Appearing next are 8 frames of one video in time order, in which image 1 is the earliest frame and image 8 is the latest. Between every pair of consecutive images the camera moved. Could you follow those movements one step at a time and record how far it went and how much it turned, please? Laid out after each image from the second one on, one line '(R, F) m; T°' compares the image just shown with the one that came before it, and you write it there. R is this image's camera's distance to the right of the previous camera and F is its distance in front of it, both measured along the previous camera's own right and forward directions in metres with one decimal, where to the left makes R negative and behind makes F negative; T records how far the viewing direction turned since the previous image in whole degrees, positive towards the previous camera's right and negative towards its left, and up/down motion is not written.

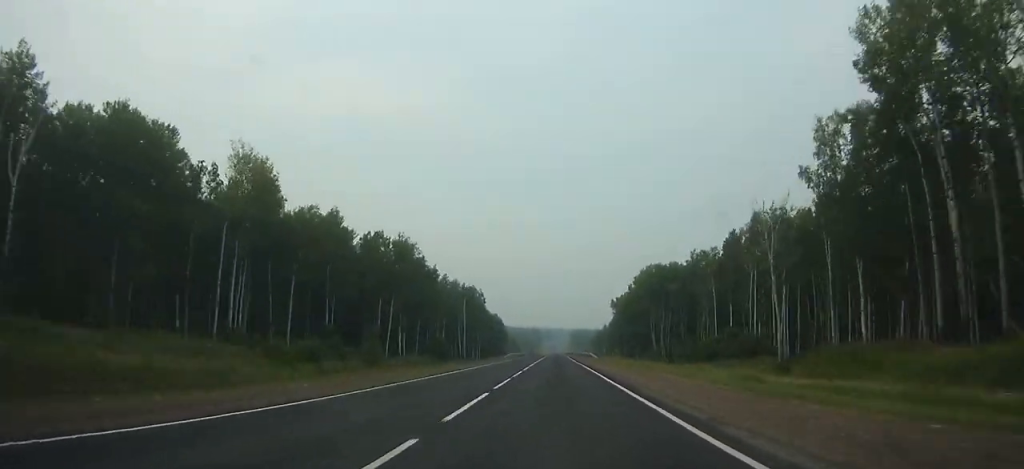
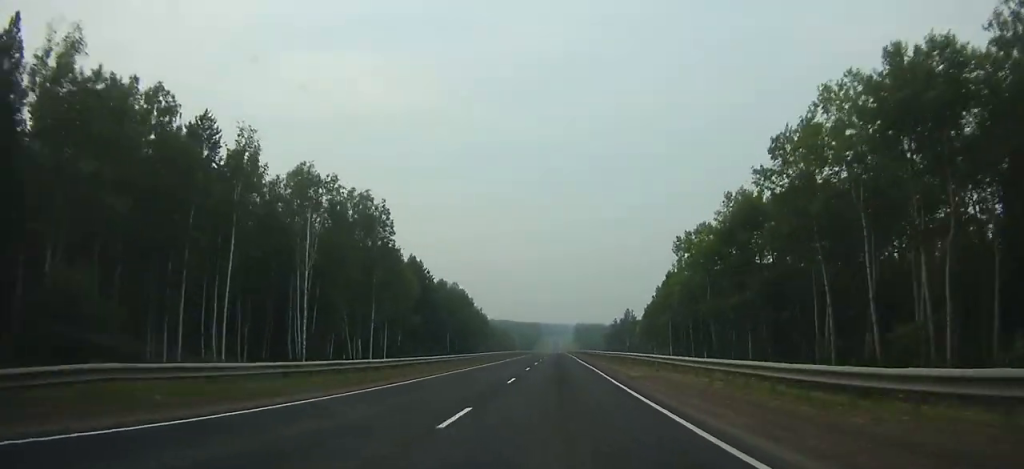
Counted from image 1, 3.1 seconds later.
(-0.2, +94.4) m; 0°
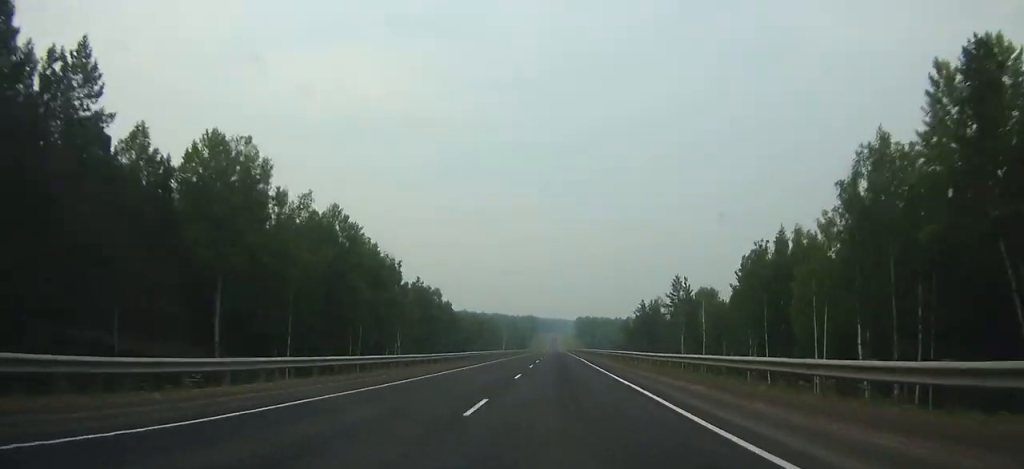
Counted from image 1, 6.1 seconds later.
(+0.3, +92.2) m; 0°
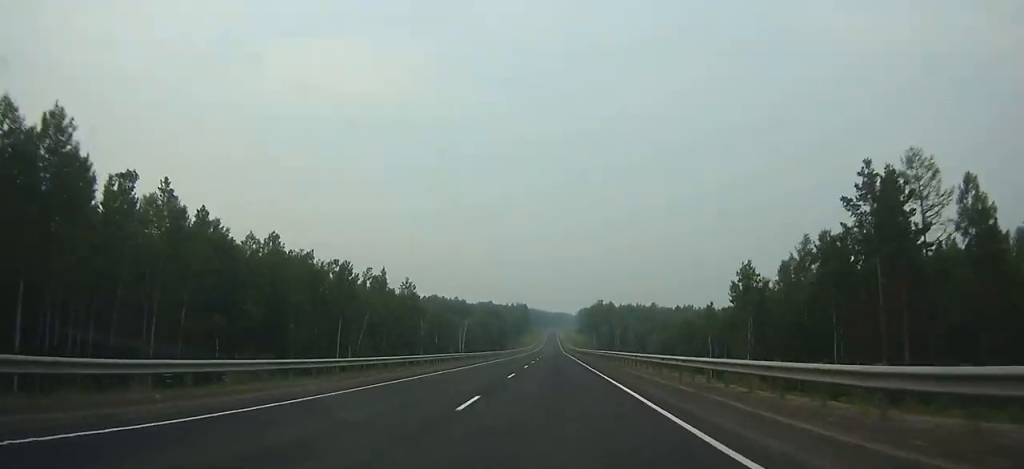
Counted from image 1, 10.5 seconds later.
(+0.1, +145.3) m; 0°
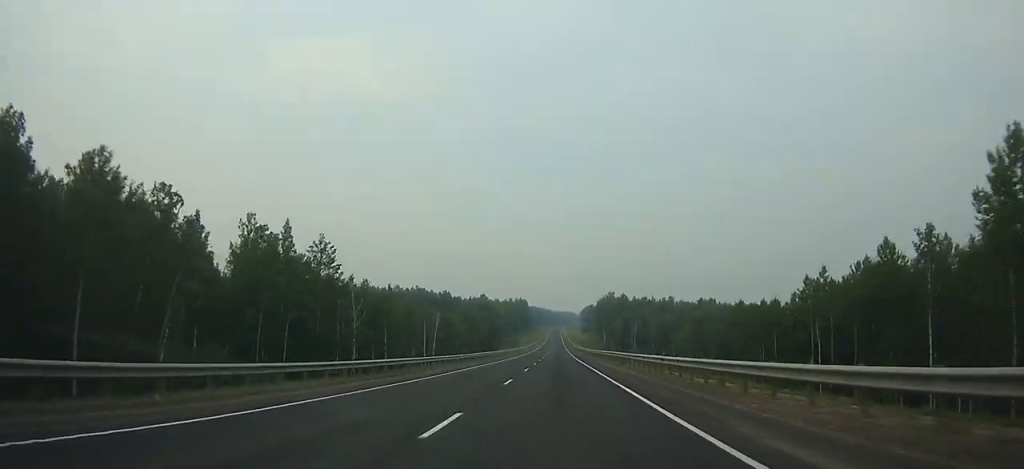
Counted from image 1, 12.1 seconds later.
(0.0, +53.2) m; 0°
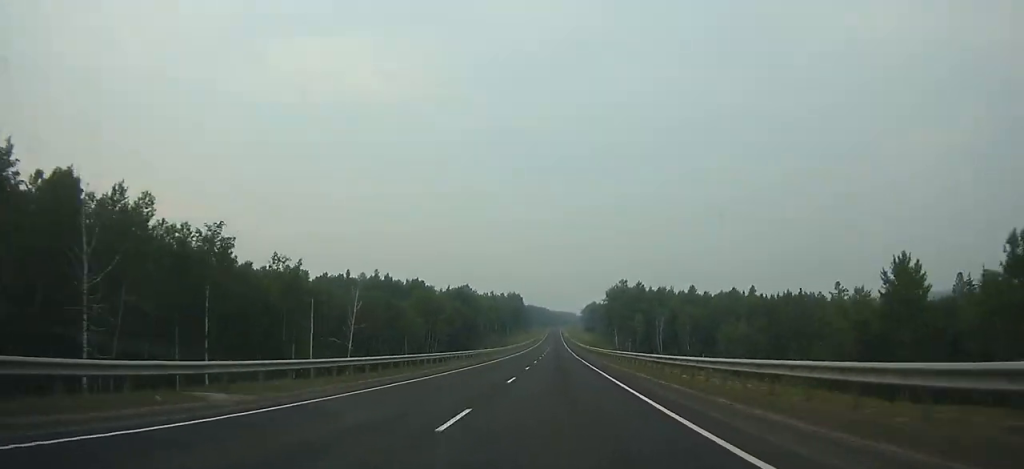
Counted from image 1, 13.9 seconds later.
(-0.4, +59.1) m; 0°
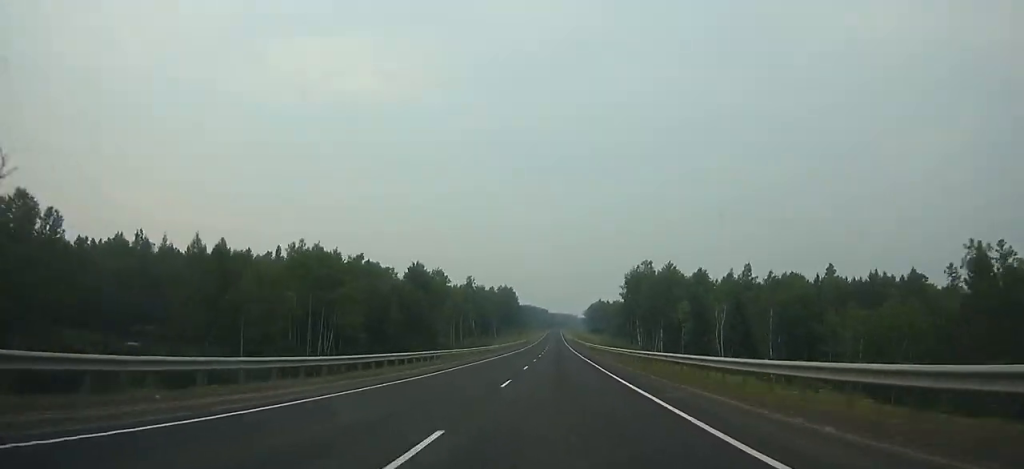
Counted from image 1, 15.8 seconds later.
(-0.1, +62.1) m; 0°
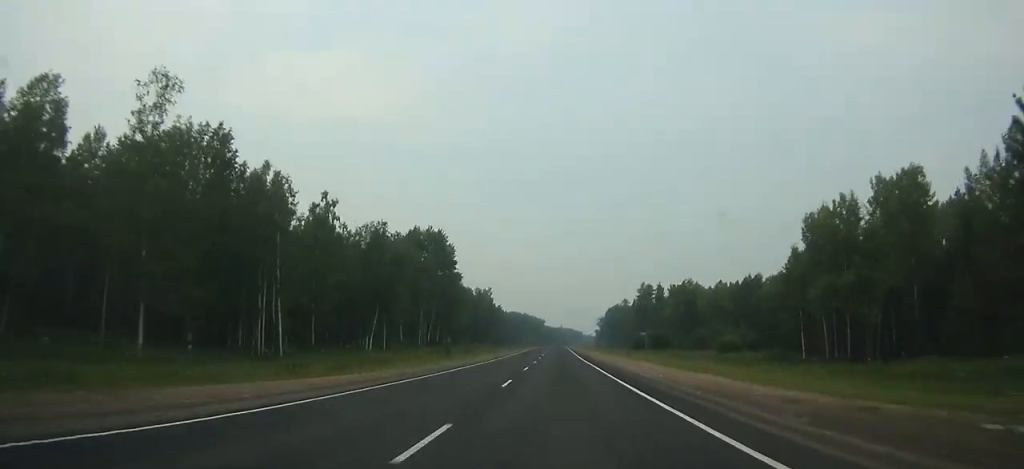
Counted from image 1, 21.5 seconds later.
(+1.1, +185.0) m; 0°
